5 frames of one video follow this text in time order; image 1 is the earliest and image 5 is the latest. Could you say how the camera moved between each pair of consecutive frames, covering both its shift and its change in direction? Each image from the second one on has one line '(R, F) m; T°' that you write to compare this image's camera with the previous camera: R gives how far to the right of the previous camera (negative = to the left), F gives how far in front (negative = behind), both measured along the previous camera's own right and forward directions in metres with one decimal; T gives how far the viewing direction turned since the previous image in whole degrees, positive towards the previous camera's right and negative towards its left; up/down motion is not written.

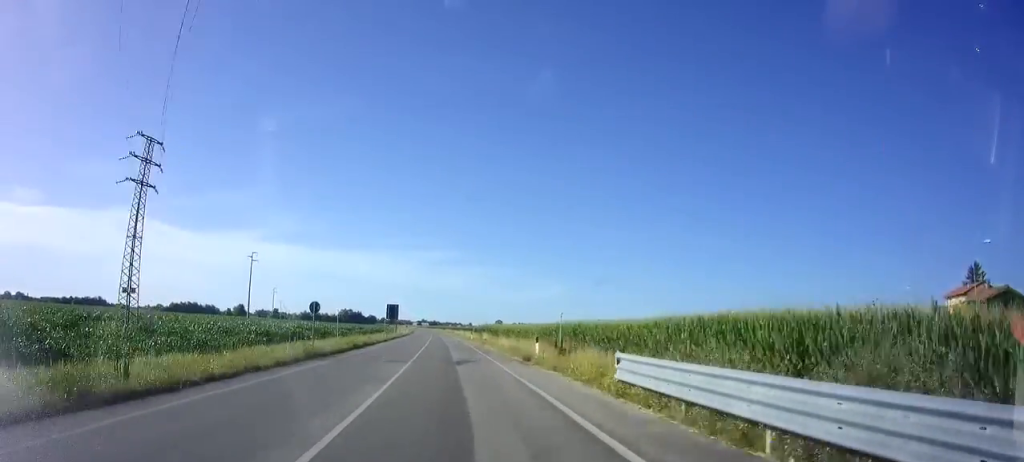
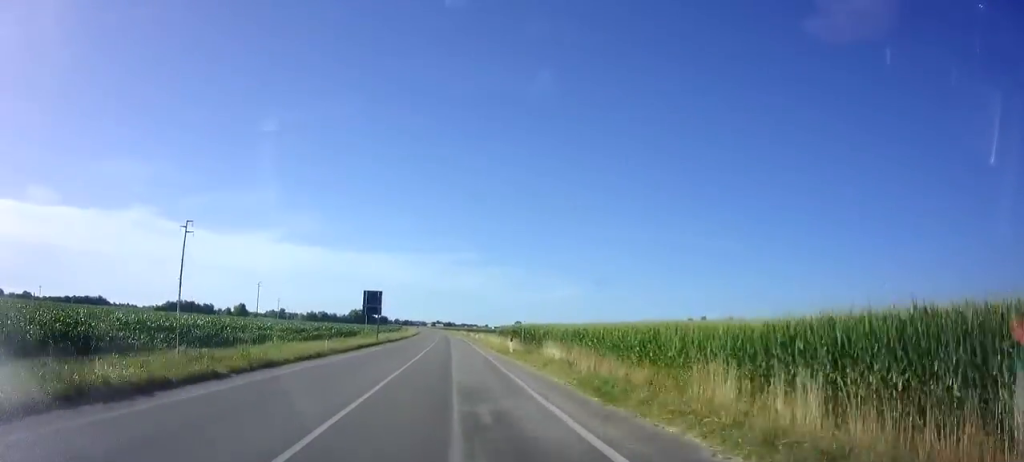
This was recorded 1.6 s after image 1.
(-0.7, +32.4) m; -2°
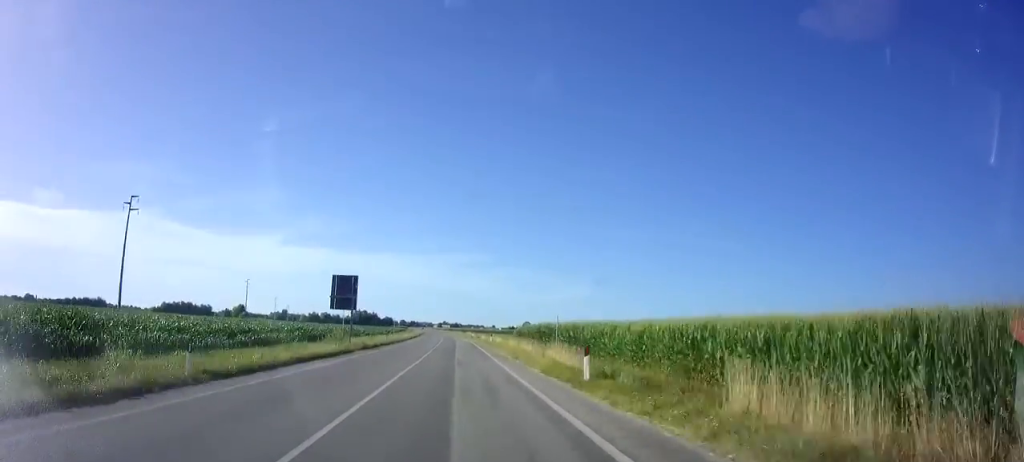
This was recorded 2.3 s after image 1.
(-0.1, +15.7) m; -1°
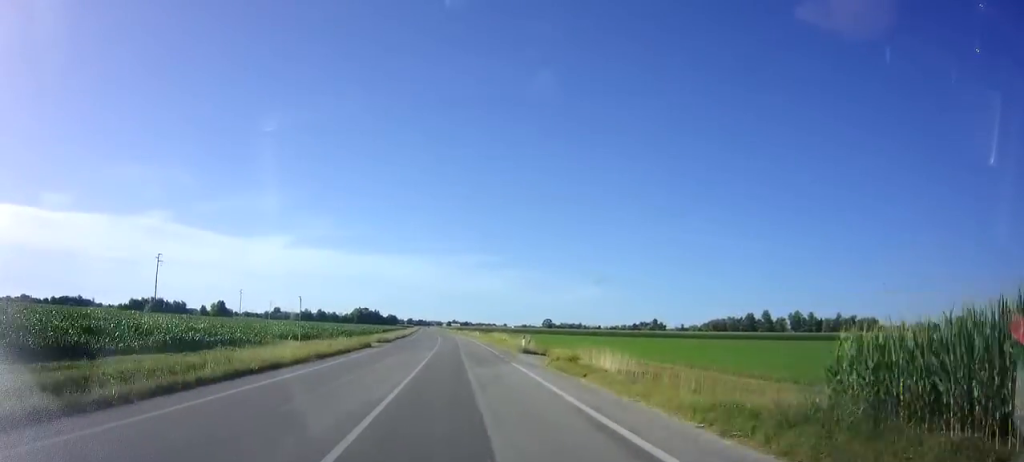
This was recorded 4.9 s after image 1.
(-0.8, +59.7) m; -1°
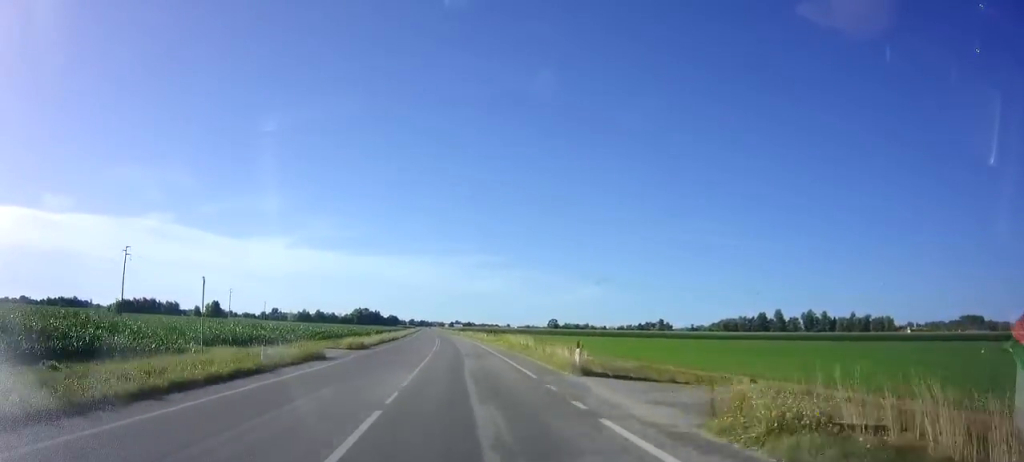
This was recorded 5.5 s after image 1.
(0.0, +13.4) m; 0°
